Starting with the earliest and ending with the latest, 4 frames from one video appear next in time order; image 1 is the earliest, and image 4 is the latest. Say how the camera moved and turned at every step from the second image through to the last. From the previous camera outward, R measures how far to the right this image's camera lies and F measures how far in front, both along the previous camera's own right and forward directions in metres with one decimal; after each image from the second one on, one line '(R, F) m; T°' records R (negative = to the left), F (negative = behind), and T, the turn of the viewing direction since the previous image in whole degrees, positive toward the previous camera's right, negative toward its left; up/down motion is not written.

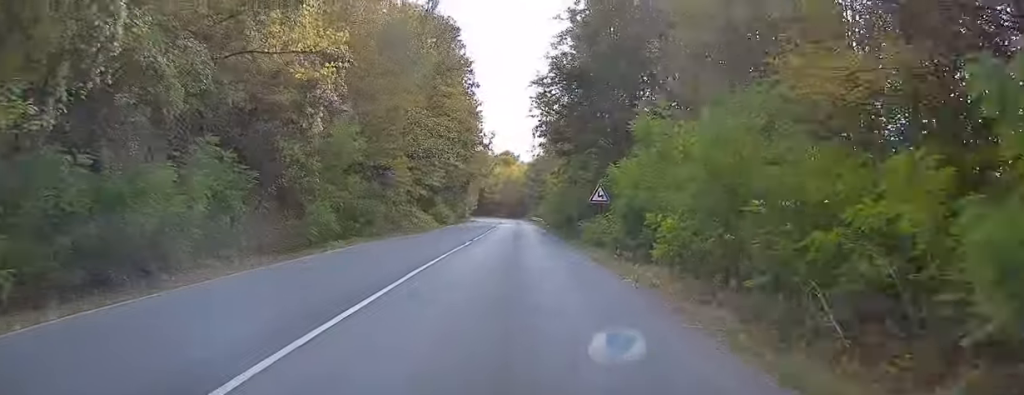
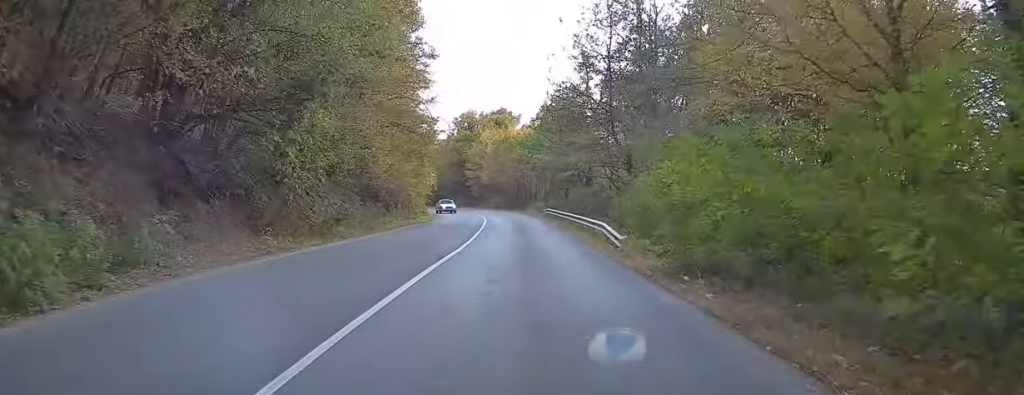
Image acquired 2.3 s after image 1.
(-0.7, +50.1) m; 0°
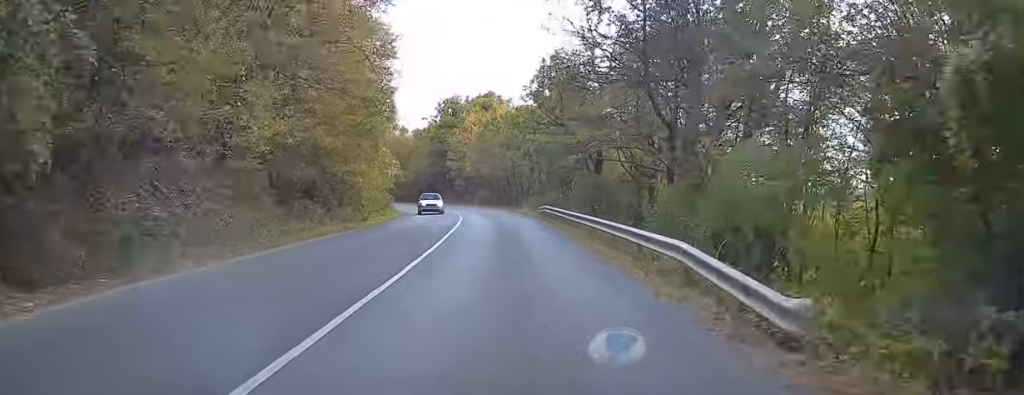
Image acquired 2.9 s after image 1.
(+0.2, +11.9) m; 0°
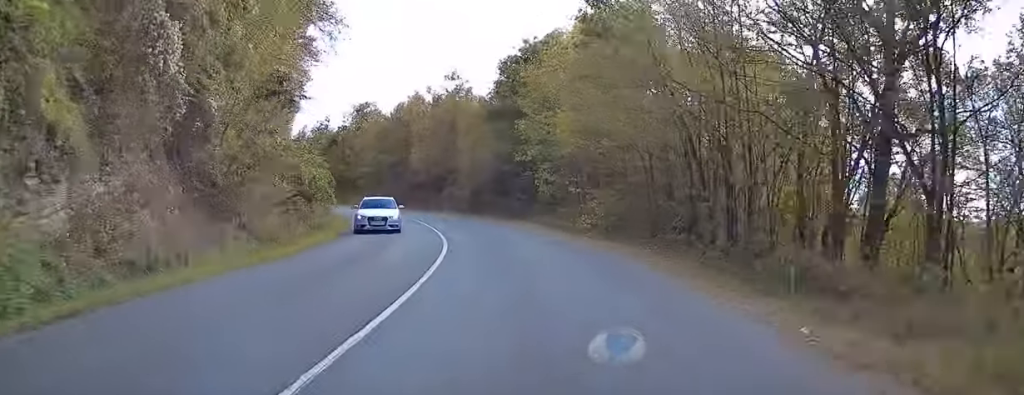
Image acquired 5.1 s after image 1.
(-2.0, +43.0) m; -9°
